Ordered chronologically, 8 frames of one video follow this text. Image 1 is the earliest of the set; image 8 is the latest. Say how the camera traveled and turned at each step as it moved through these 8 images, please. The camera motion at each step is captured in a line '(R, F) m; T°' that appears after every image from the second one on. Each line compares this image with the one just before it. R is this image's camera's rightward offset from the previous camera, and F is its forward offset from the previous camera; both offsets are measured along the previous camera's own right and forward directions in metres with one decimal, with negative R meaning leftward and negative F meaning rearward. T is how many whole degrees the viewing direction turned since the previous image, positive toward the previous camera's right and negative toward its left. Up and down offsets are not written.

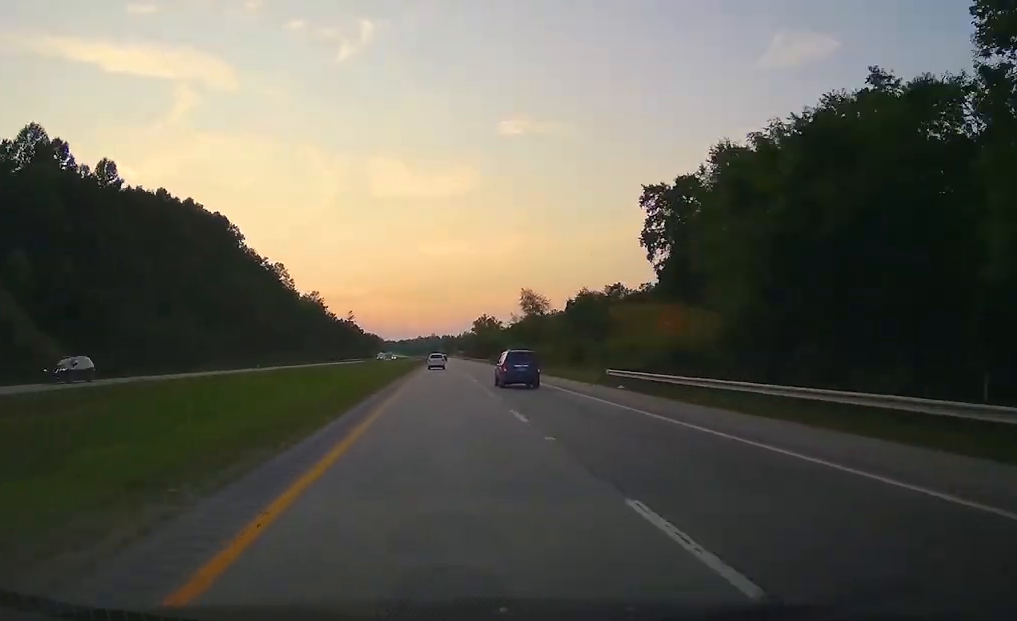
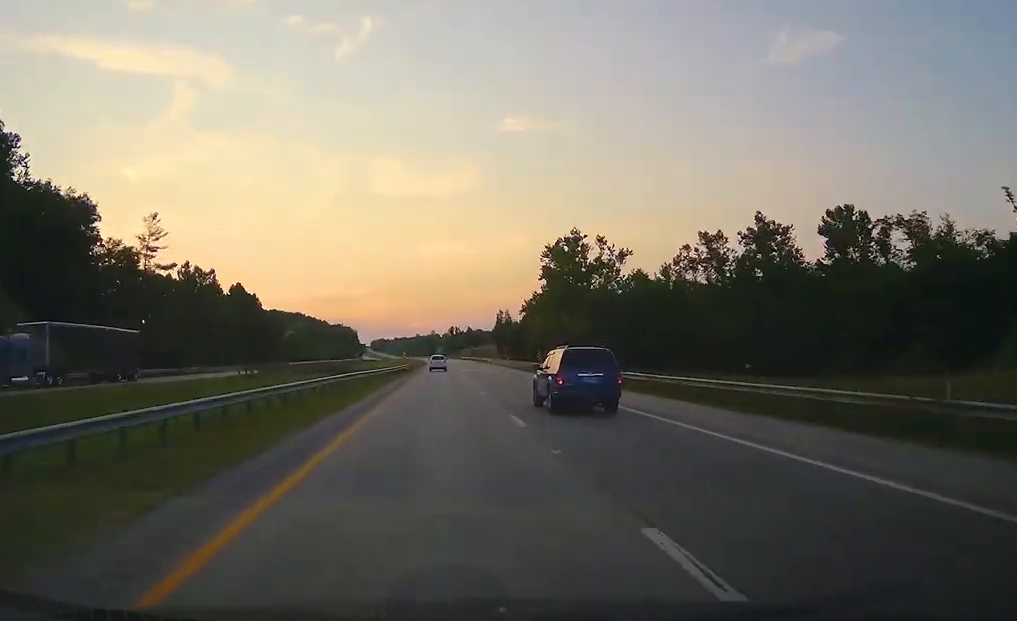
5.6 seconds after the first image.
(-0.1, +197.6) m; 0°
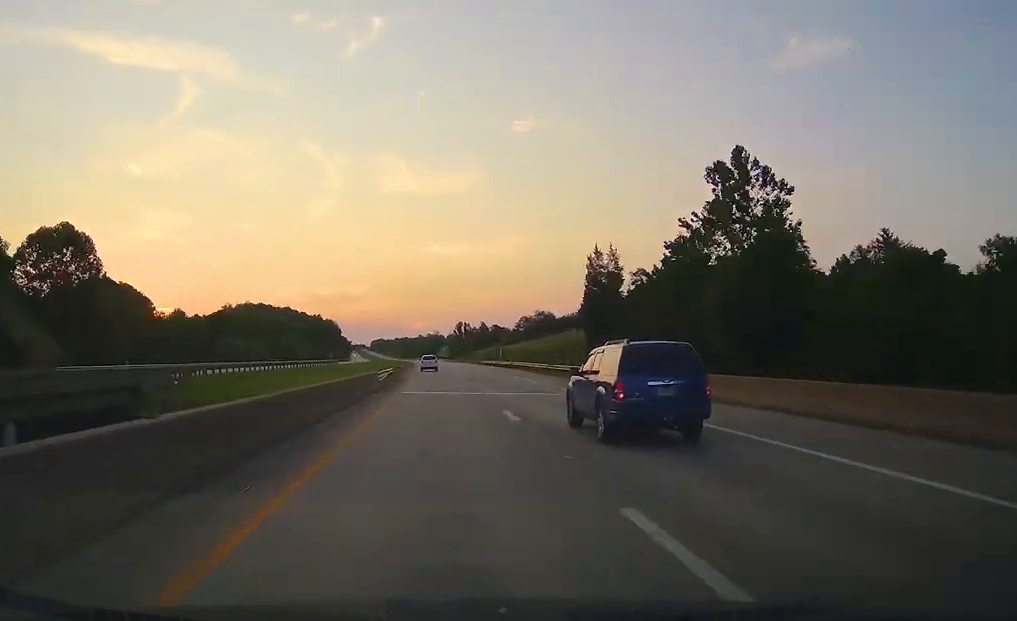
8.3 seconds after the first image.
(-0.4, +94.6) m; -1°
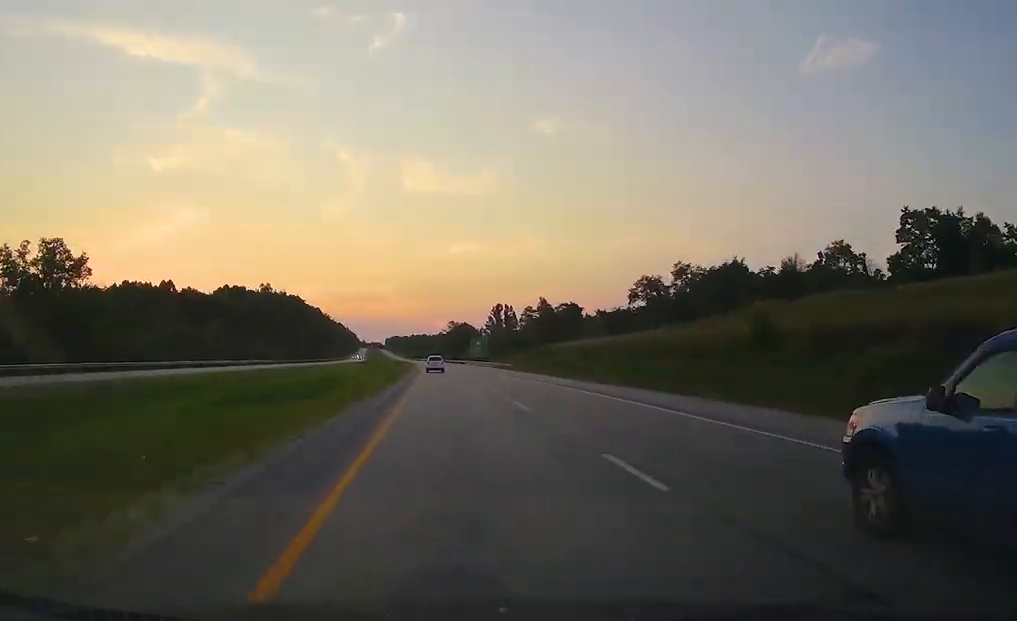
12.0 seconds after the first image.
(-1.8, +133.7) m; -2°
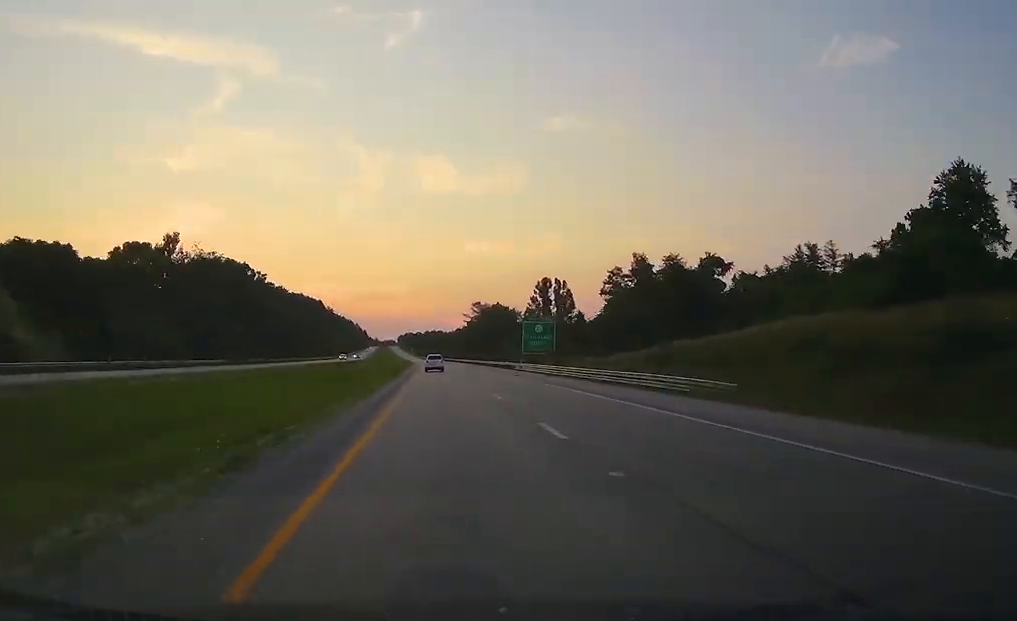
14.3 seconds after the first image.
(-0.8, +81.7) m; -1°
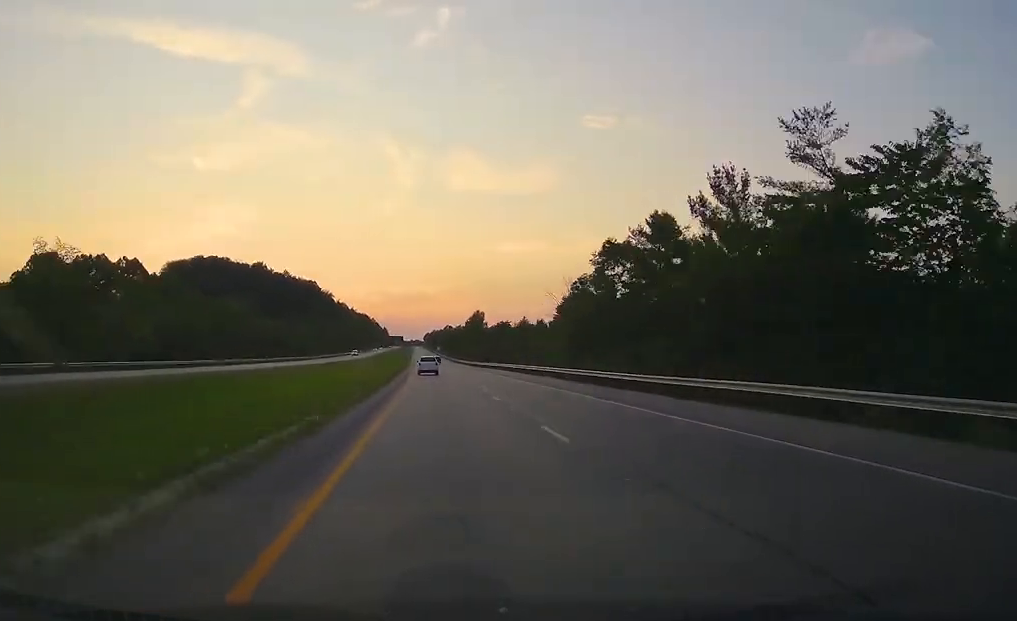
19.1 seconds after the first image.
(-3.6, +172.7) m; -2°
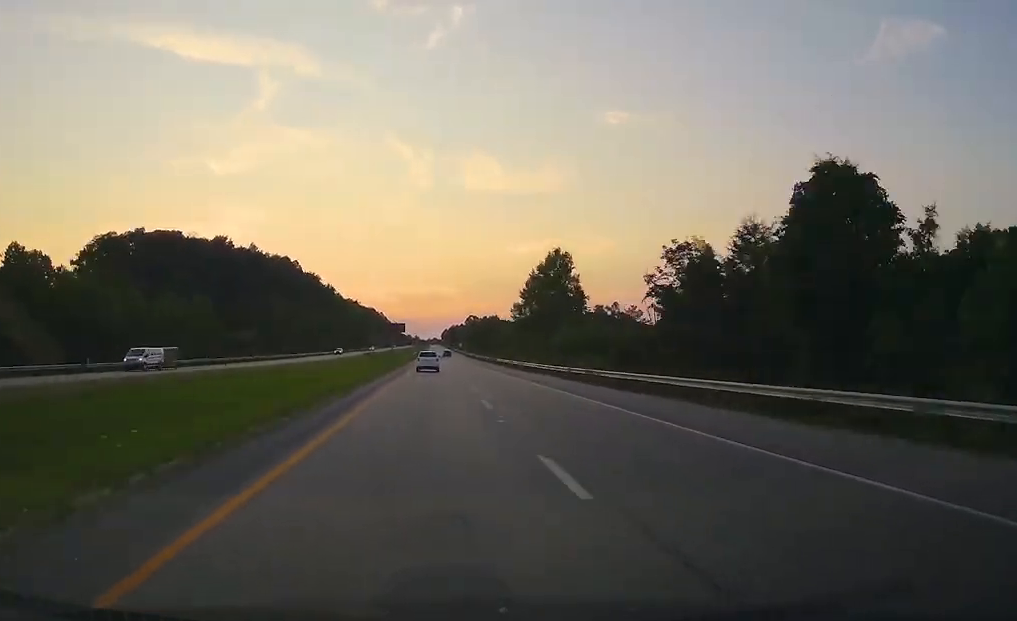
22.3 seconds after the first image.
(-0.7, +115.6) m; 0°
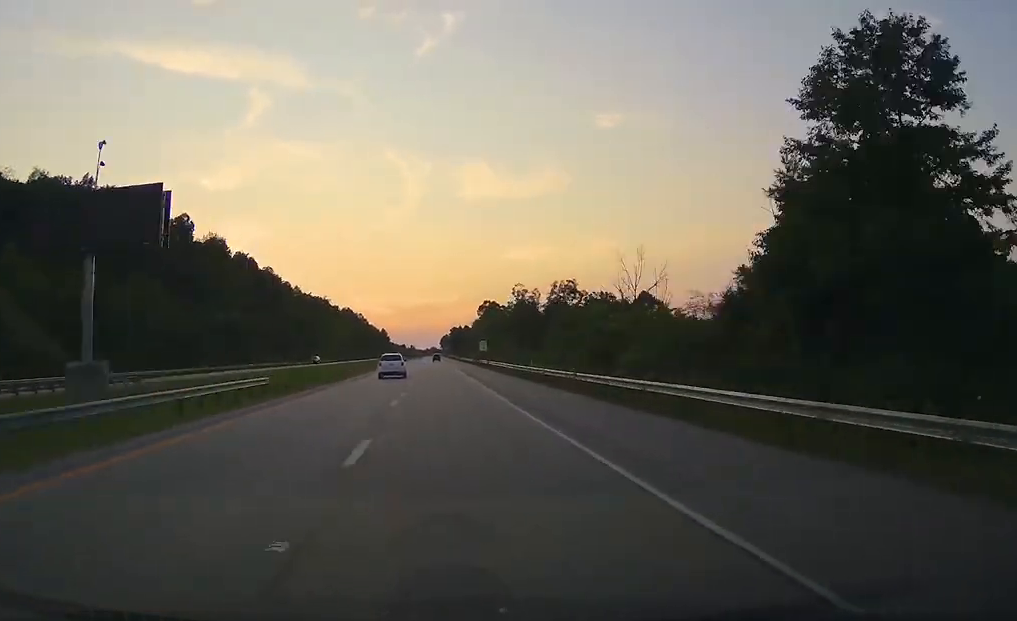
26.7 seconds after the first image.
(-0.4, +157.6) m; 0°
